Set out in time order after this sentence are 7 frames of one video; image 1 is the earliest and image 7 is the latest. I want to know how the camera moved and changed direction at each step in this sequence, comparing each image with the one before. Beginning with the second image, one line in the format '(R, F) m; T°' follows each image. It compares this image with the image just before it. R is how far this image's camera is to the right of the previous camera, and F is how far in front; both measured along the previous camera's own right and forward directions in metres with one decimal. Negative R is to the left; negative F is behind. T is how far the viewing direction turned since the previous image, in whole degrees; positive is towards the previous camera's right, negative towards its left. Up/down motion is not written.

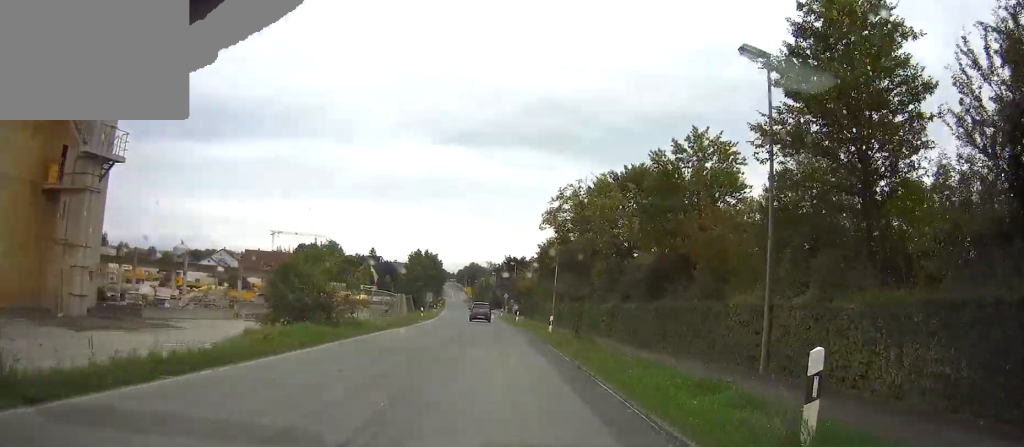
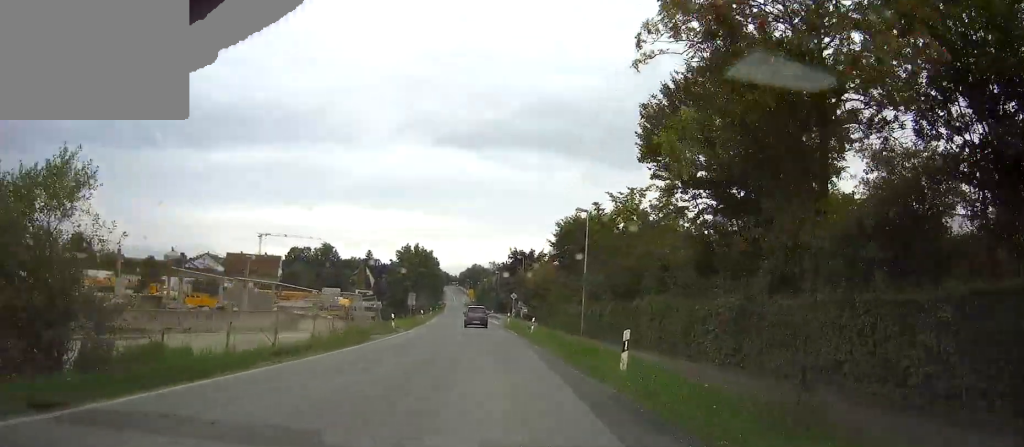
(0.0, +18.4) m; 0°
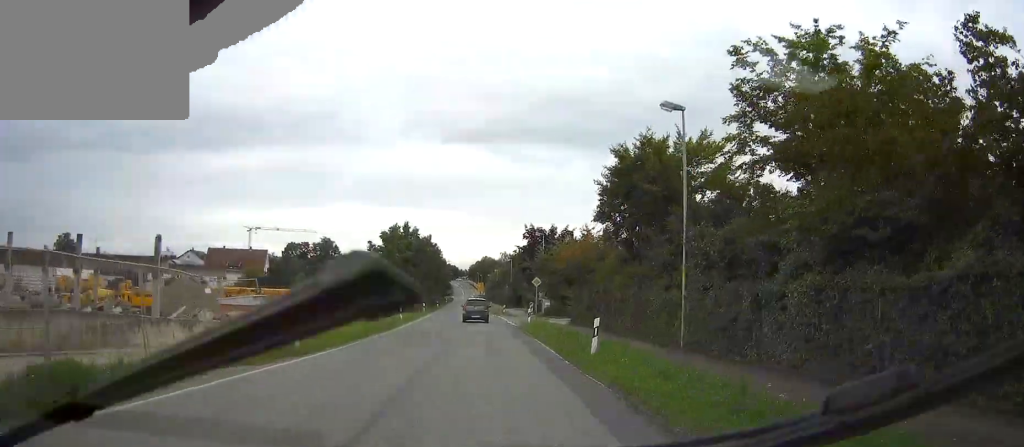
(-0.1, +21.2) m; -1°
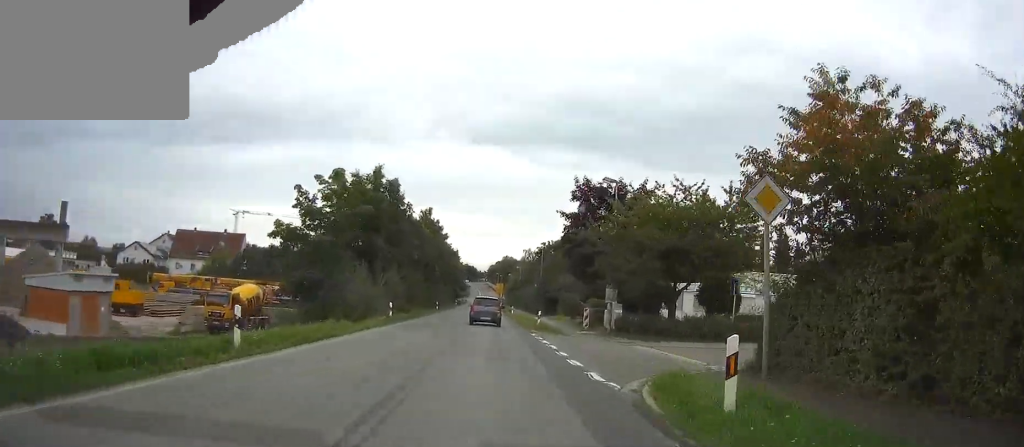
(-0.6, +31.3) m; -2°
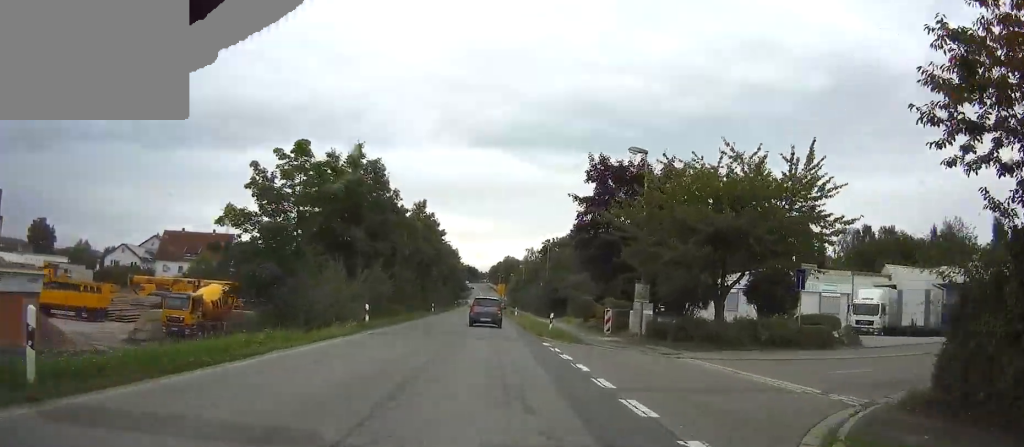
(0.0, +7.3) m; 0°
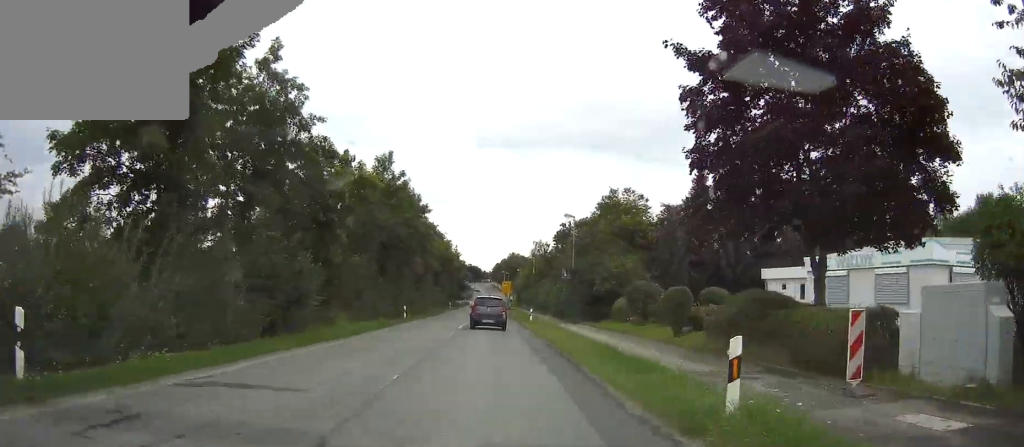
(-0.1, +23.8) m; -1°
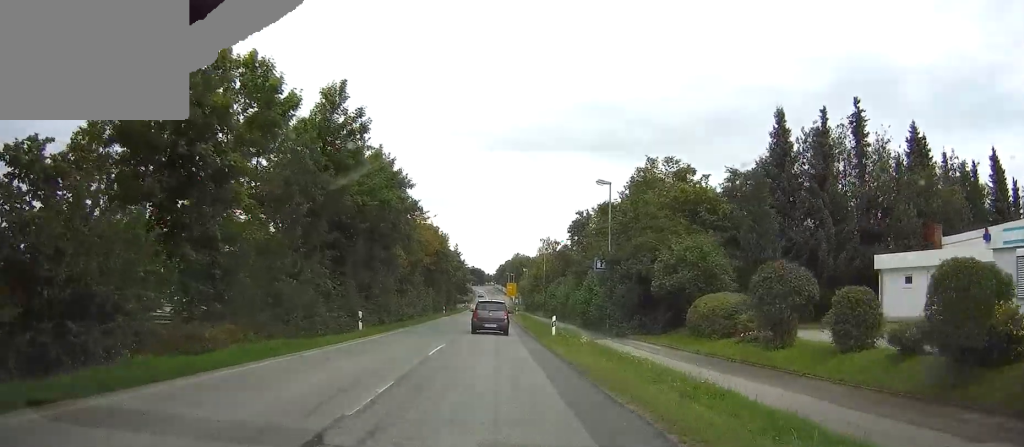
(-0.1, +16.7) m; -1°
